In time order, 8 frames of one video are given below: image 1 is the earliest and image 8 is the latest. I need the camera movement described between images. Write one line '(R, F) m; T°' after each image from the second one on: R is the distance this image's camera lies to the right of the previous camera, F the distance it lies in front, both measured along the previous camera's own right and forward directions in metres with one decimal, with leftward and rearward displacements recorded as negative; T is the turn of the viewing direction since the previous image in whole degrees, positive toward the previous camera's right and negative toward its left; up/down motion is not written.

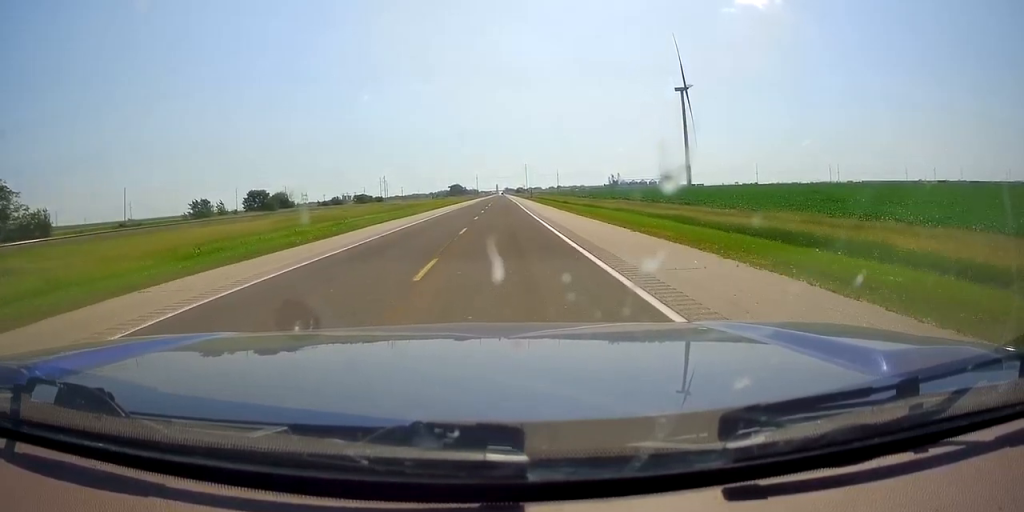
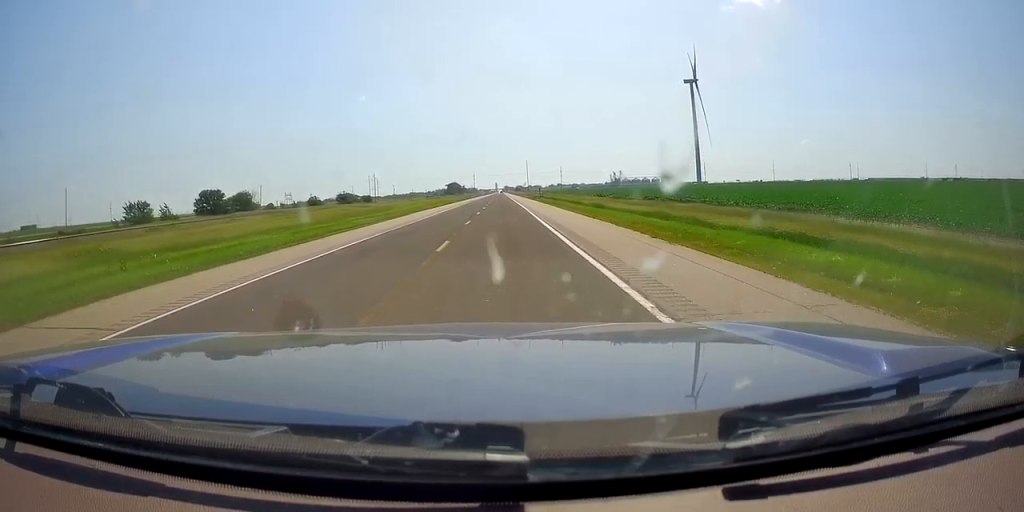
(0.0, +31.5) m; -1°
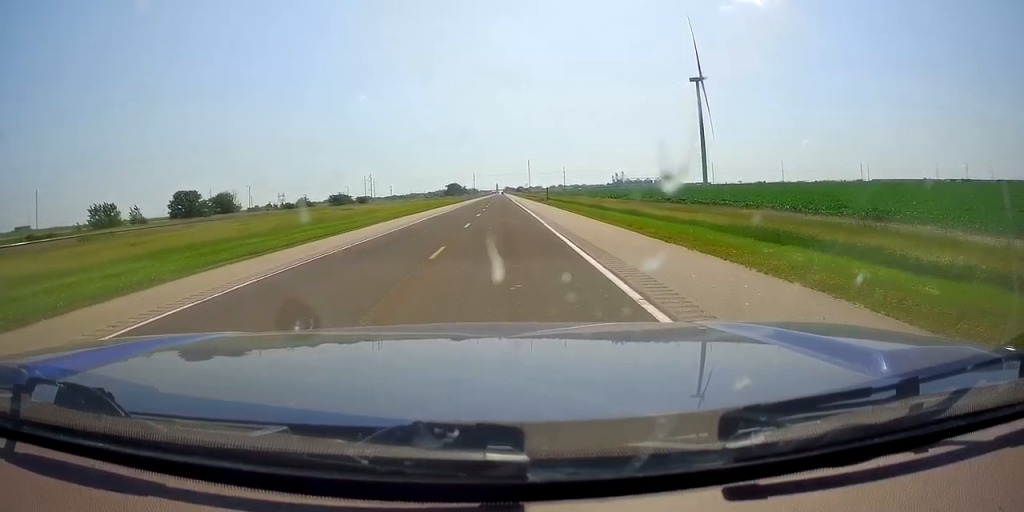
(-0.2, +13.9) m; 0°
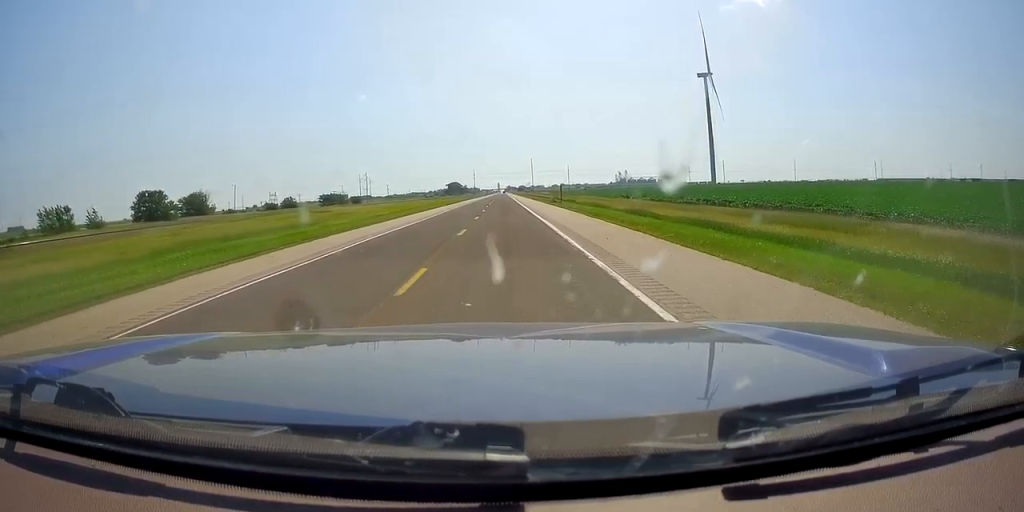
(-0.3, +17.0) m; 0°
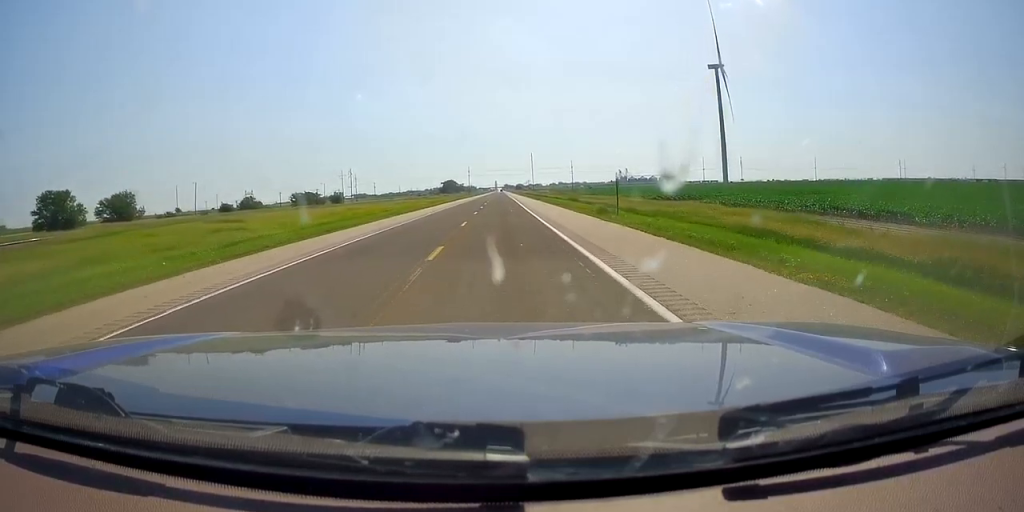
(+0.5, +32.5) m; +1°
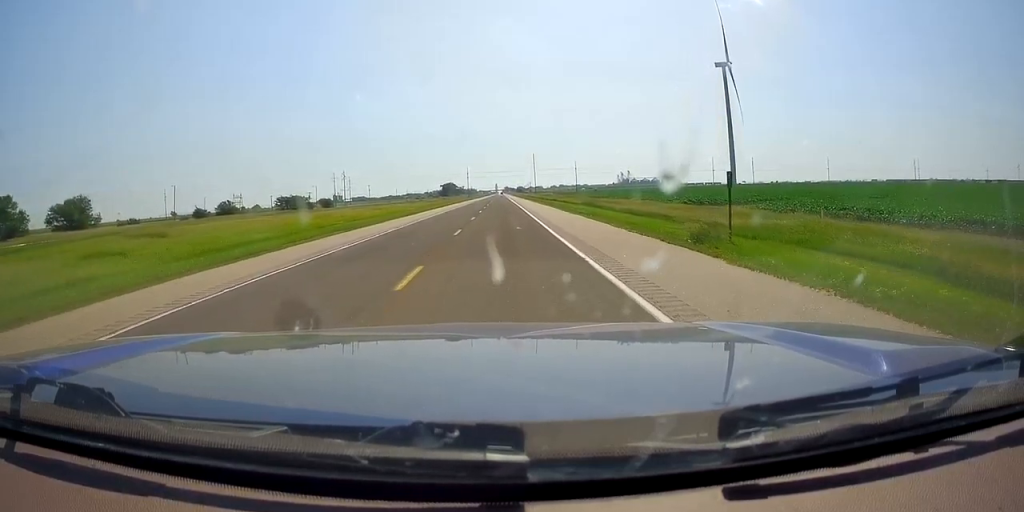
(0.0, +15.9) m; 0°
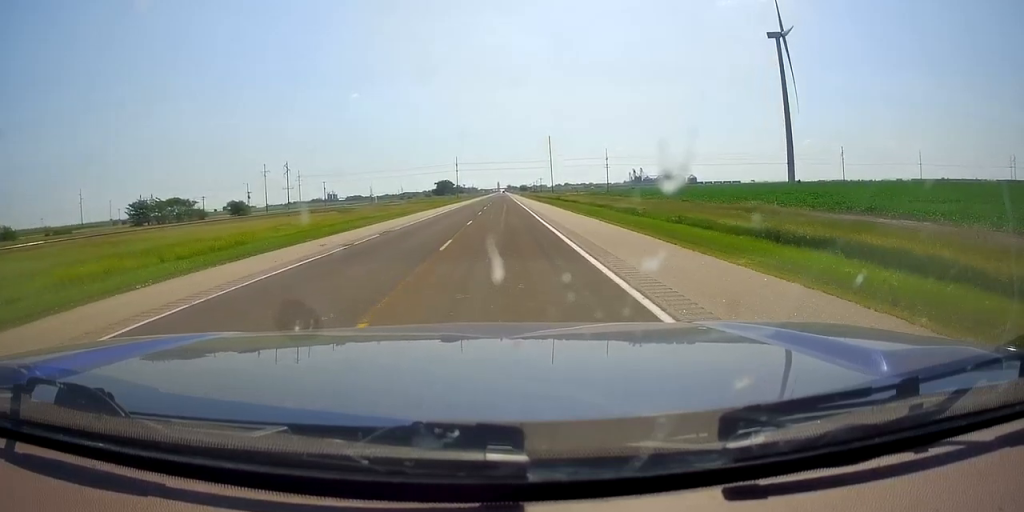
(0.0, +91.1) m; 0°
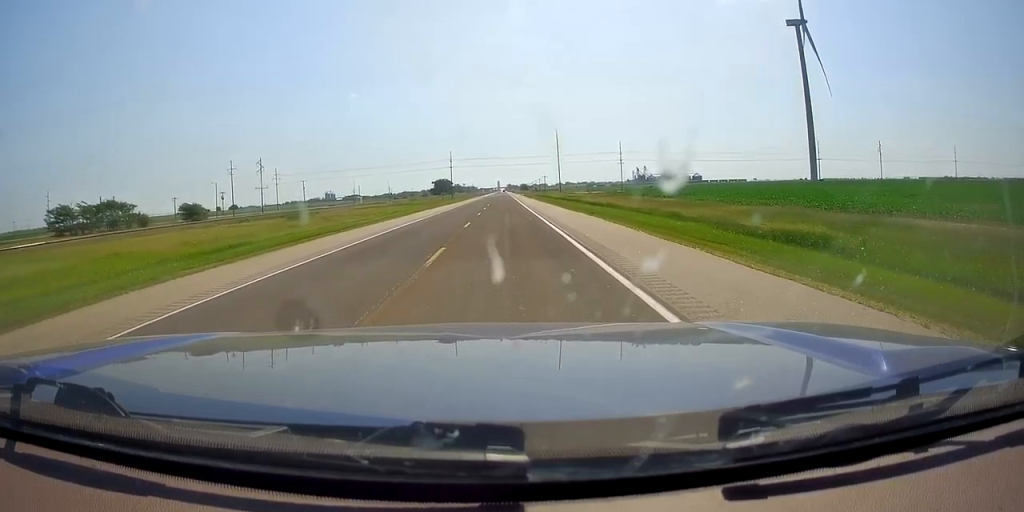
(0.0, +27.3) m; 0°
